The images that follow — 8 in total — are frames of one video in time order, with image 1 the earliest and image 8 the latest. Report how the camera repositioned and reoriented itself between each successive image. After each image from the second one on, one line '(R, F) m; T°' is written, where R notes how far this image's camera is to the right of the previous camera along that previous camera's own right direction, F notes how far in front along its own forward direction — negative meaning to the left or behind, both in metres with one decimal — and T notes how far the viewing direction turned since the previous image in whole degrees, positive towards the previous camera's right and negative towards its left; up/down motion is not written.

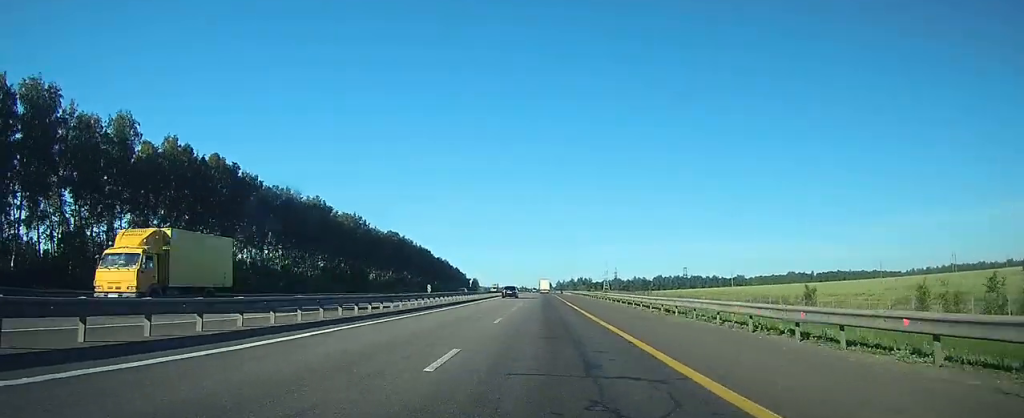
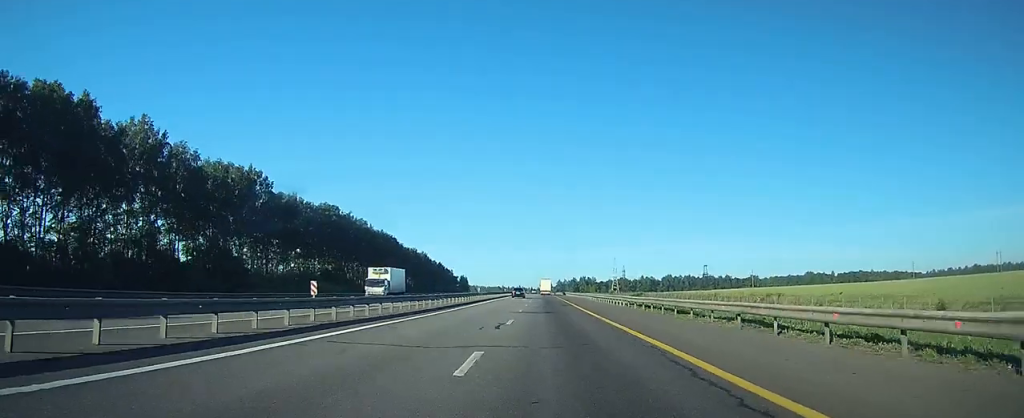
(-0.3, +72.2) m; 0°
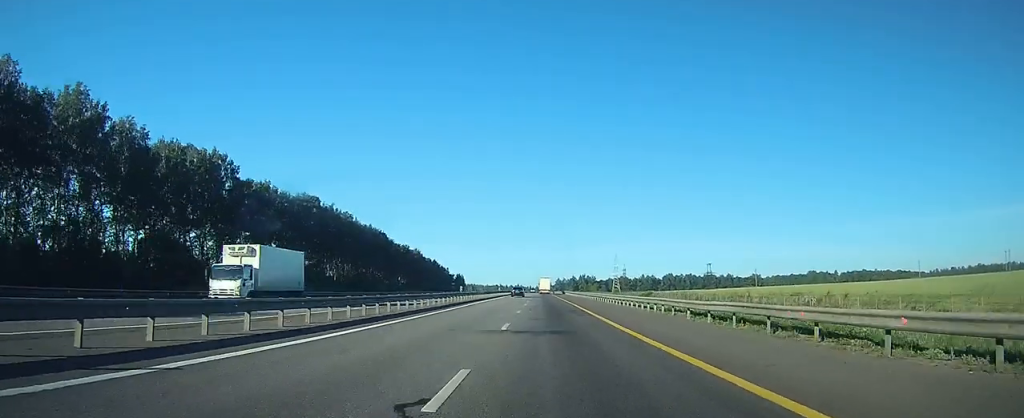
(0.0, +14.5) m; 0°
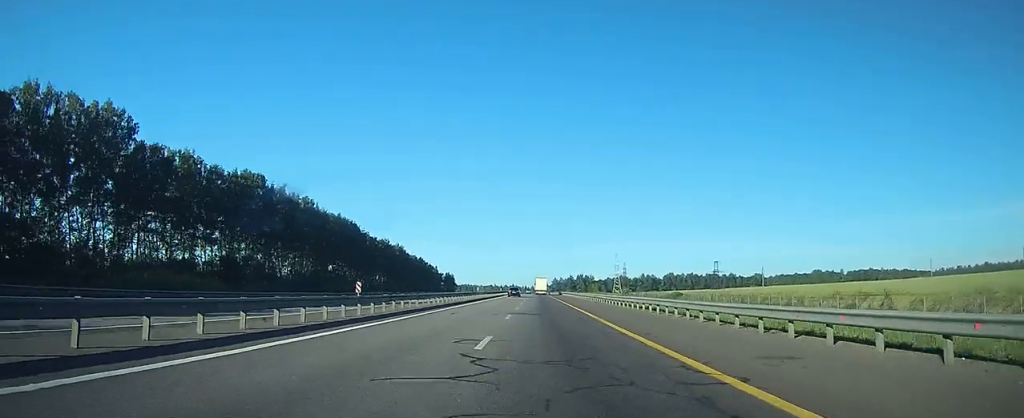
(+0.1, +30.1) m; +1°
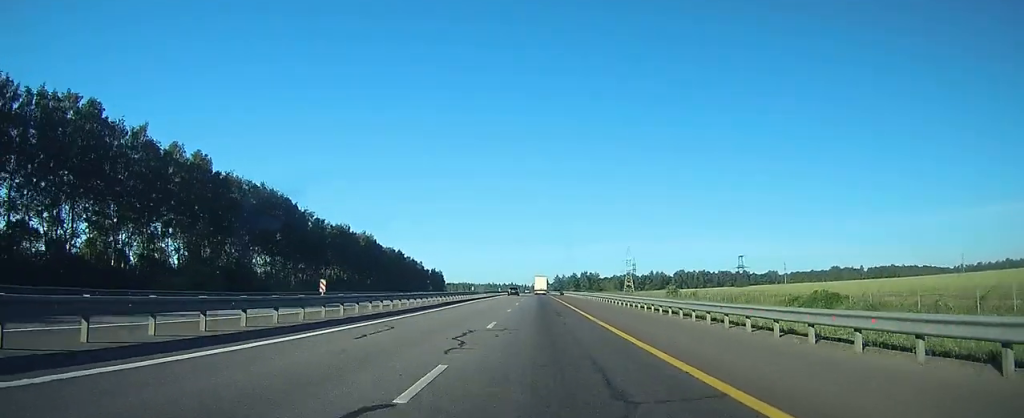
(+0.3, +53.6) m; 0°
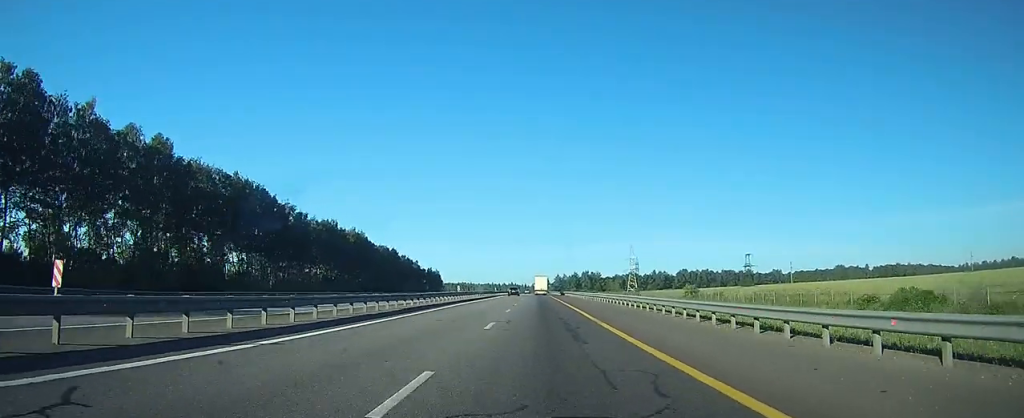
(-0.1, +12.8) m; 0°
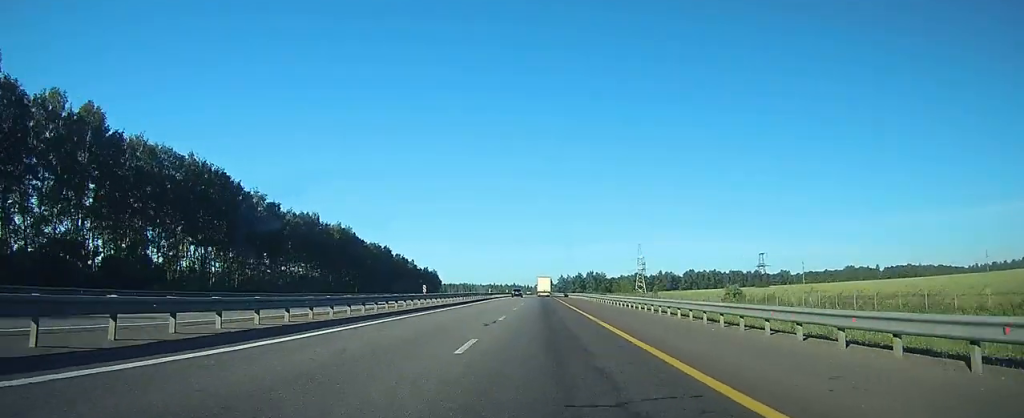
(0.0, +18.7) m; 0°
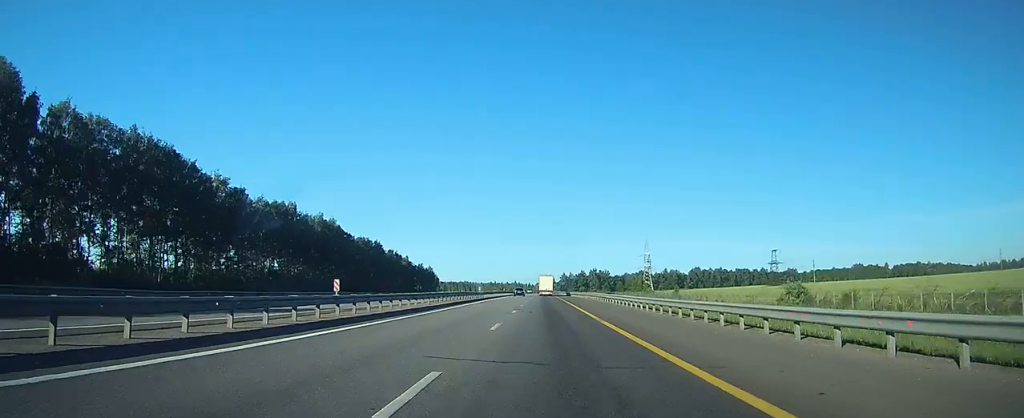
(0.0, +17.8) m; 0°
